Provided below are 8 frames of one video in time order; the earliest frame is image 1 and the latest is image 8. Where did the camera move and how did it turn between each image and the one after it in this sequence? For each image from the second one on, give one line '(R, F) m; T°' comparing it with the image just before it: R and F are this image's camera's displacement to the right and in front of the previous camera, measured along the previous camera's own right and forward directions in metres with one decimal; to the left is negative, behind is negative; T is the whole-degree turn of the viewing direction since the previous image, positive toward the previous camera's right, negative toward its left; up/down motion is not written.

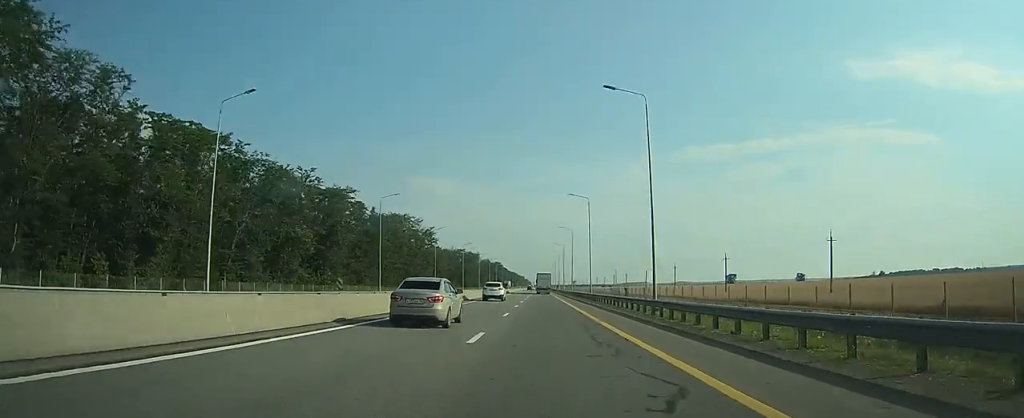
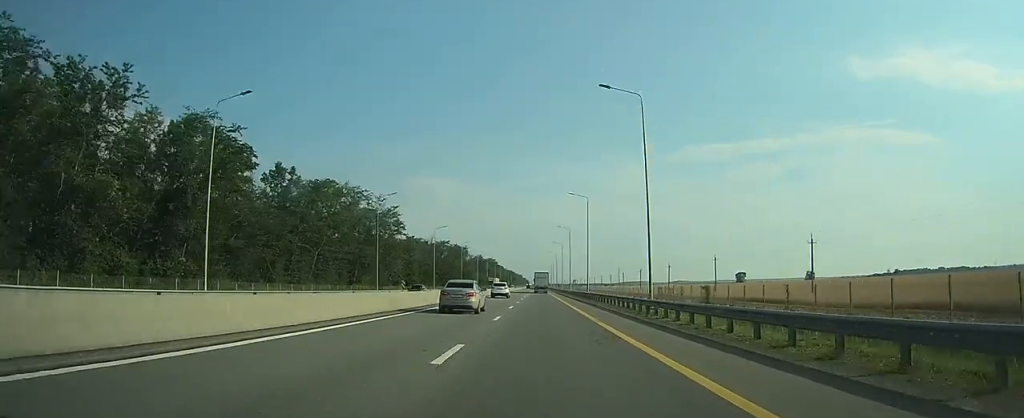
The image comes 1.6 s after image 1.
(+0.2, +39.5) m; +1°
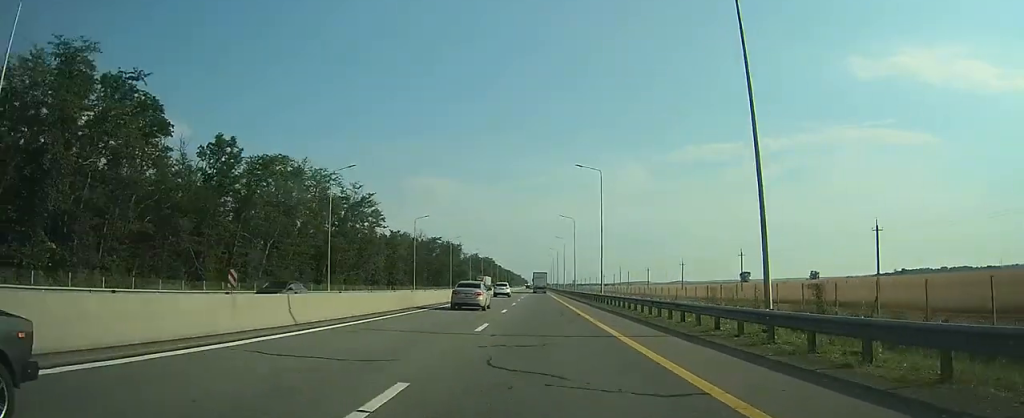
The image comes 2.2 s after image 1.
(0.0, +17.0) m; 0°
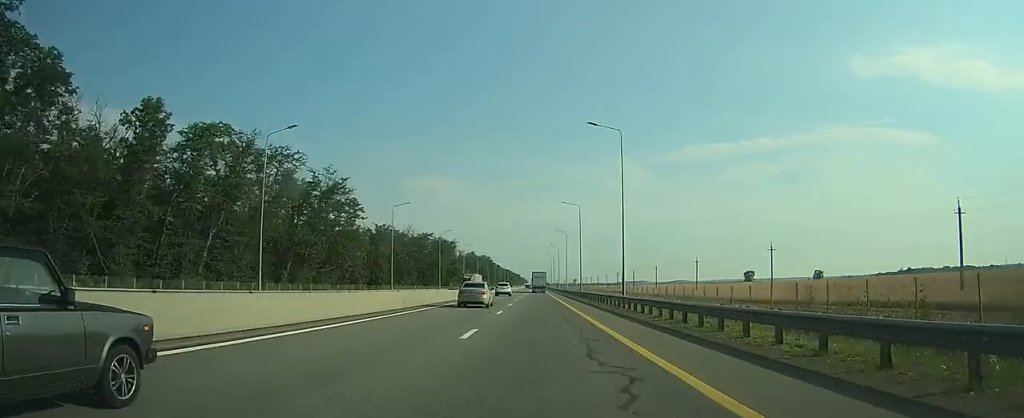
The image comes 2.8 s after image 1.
(0.0, +14.5) m; 0°
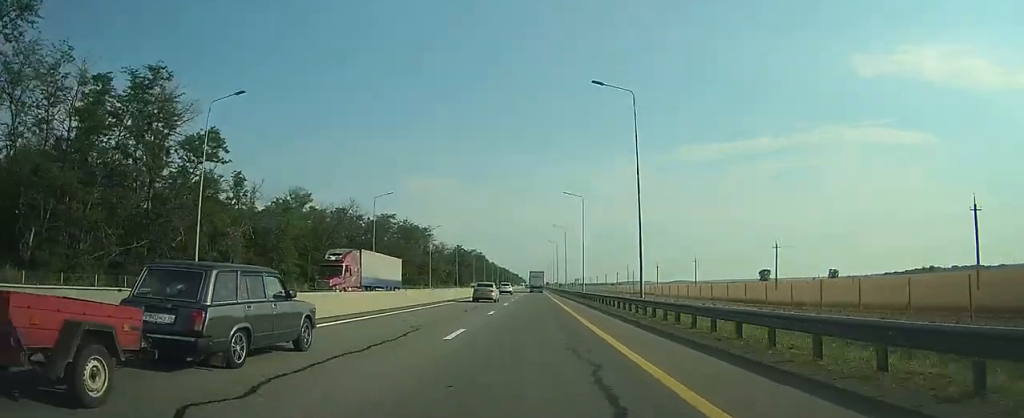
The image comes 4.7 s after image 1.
(0.0, +48.2) m; 0°
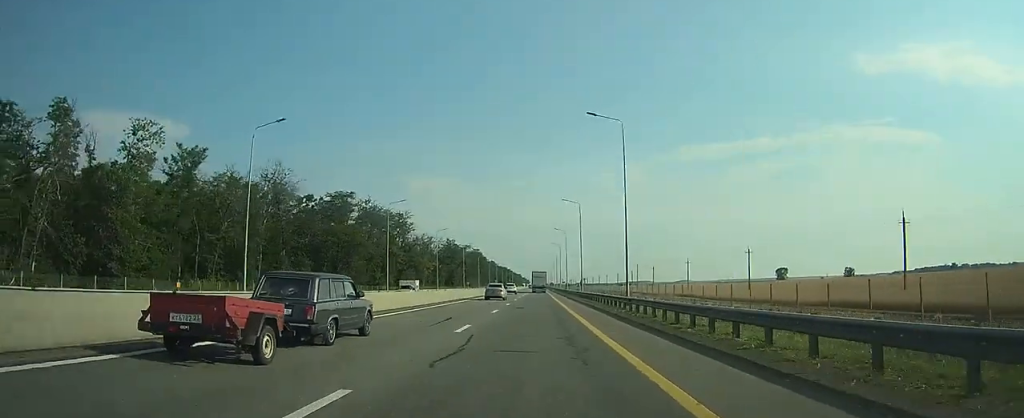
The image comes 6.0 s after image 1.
(0.0, +33.8) m; 0°
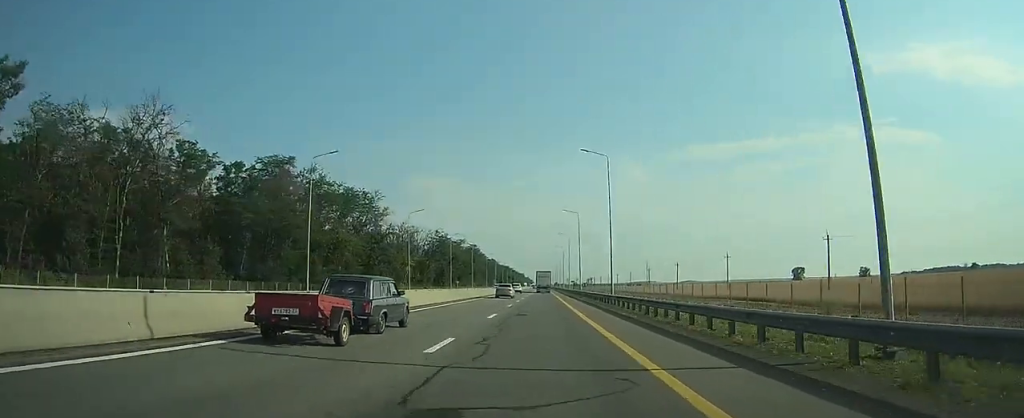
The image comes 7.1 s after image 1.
(0.0, +28.8) m; 0°
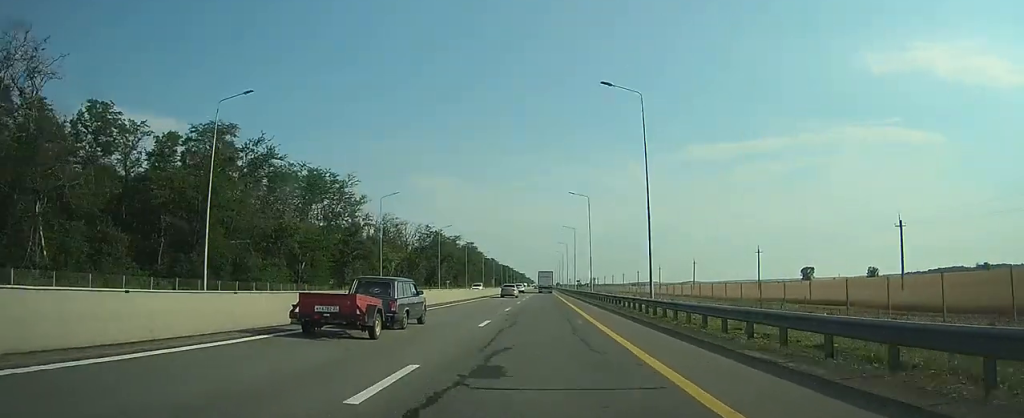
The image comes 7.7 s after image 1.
(0.0, +16.7) m; 0°
